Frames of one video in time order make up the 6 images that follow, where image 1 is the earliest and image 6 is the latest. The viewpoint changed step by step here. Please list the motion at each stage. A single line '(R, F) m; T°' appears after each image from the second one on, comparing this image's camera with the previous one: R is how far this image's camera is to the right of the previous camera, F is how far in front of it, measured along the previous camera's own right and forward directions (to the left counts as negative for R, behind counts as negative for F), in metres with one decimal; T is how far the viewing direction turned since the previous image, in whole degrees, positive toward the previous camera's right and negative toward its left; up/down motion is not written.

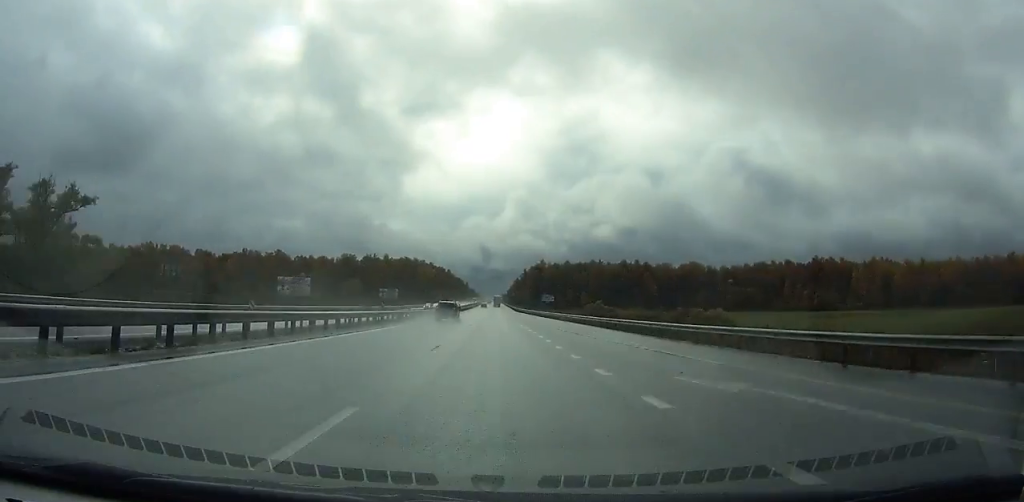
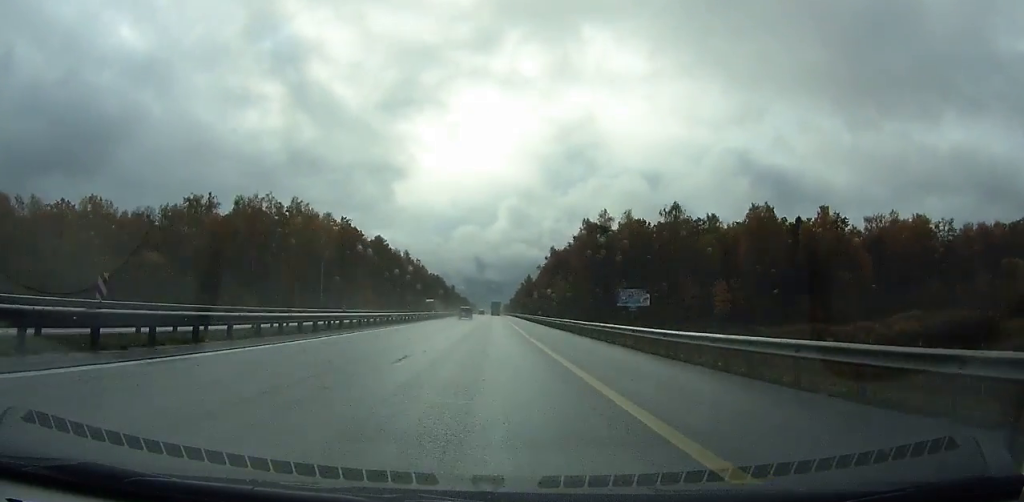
(+0.2, +183.5) m; 0°
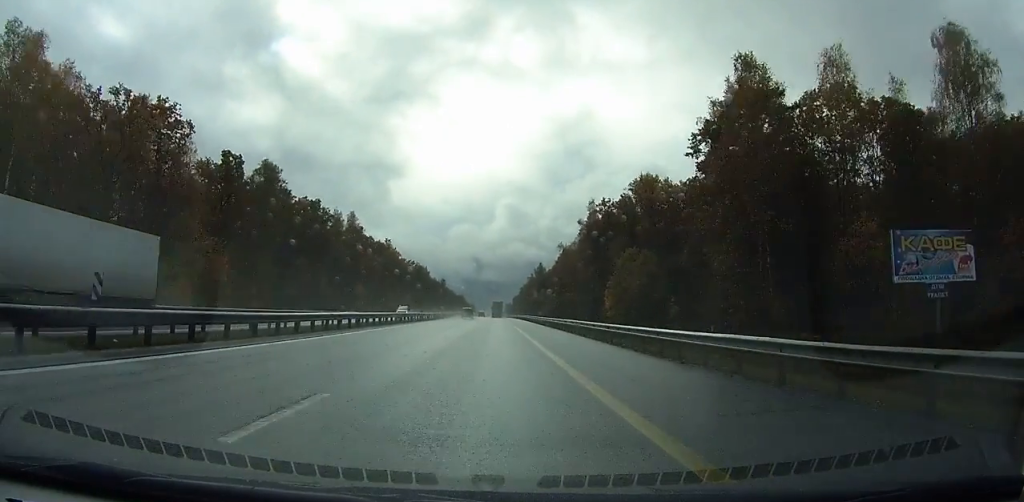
(-0.3, +79.5) m; 0°
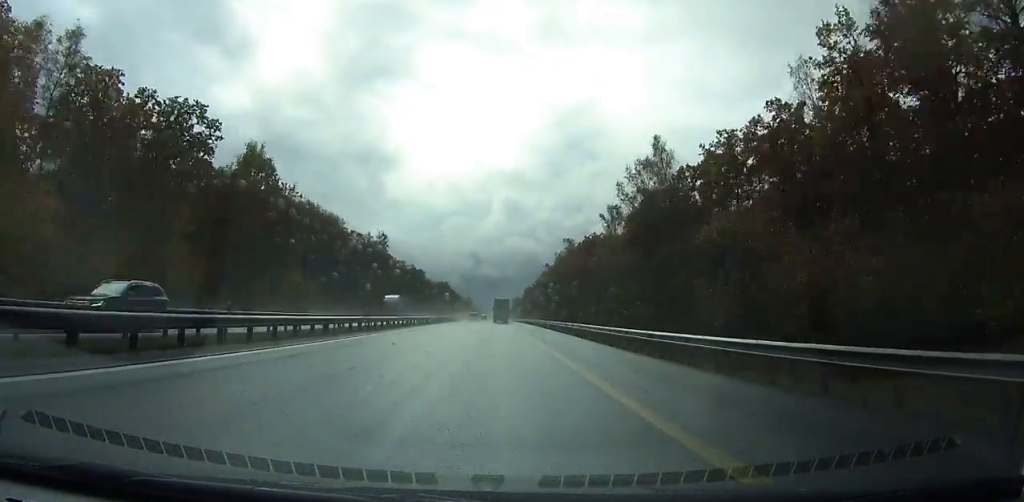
(+0.1, +180.1) m; 0°
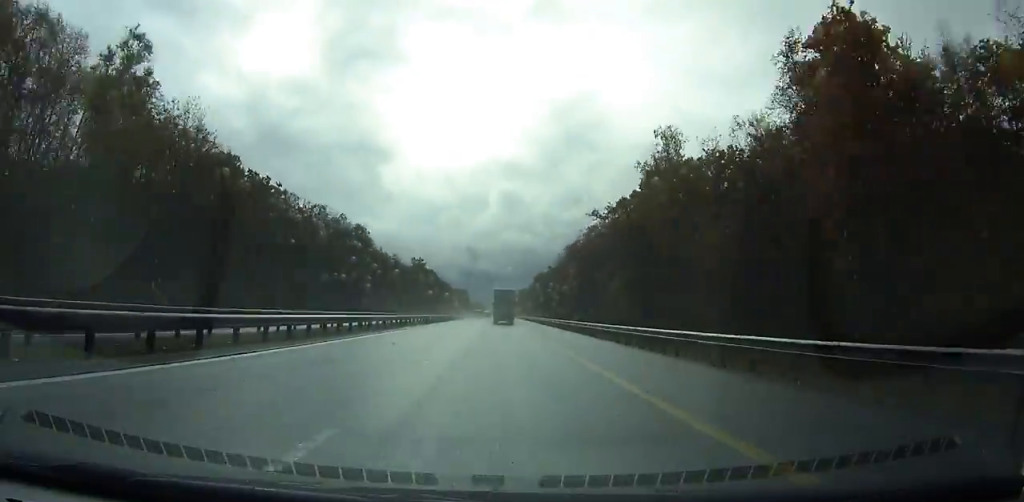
(0.0, +102.0) m; 0°
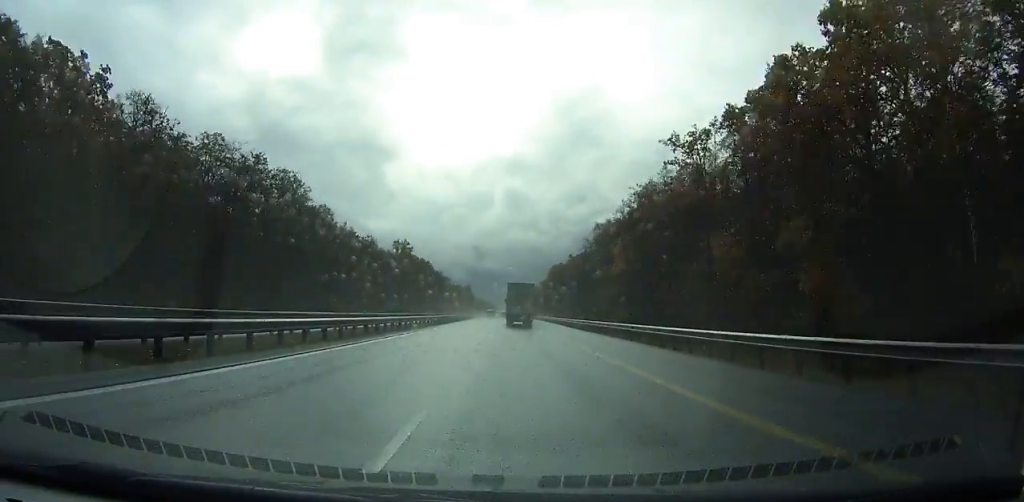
(-0.2, +46.9) m; 0°
